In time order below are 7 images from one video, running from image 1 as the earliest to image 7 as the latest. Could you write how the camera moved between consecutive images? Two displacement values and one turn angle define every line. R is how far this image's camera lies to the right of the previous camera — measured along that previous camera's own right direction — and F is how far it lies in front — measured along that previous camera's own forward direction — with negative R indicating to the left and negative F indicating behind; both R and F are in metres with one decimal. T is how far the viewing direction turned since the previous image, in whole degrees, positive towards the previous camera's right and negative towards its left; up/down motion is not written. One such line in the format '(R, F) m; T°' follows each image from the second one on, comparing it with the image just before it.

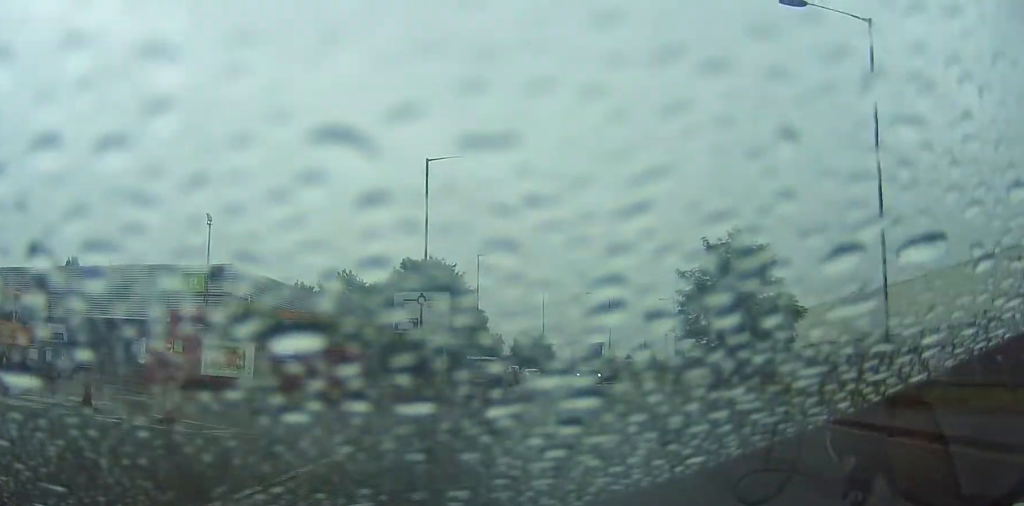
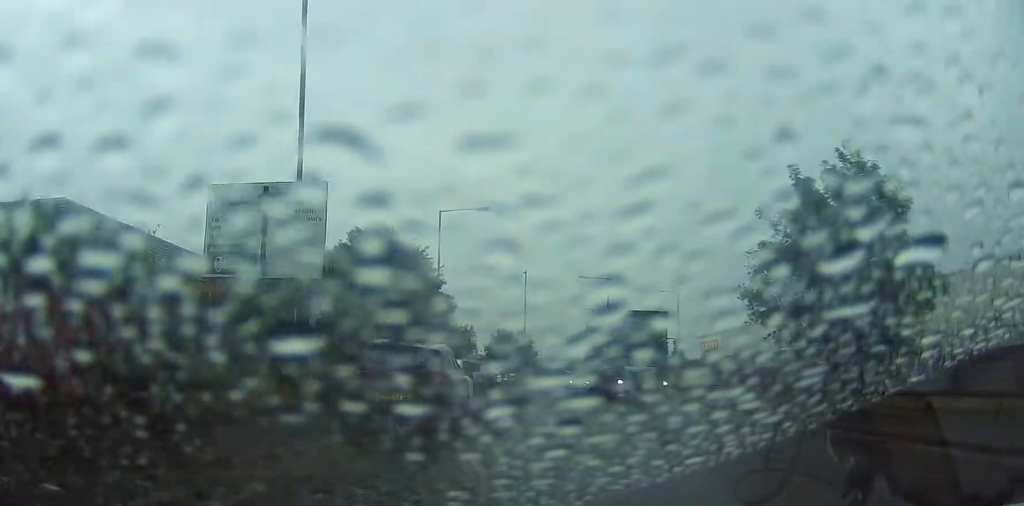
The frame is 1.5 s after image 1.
(+0.8, +15.0) m; +2°
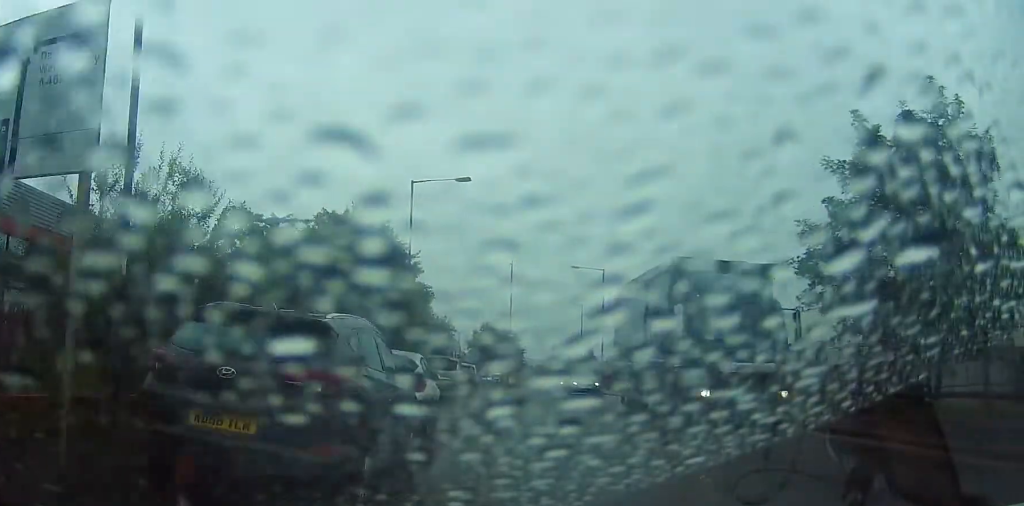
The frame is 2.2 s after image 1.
(-0.3, +6.0) m; -2°
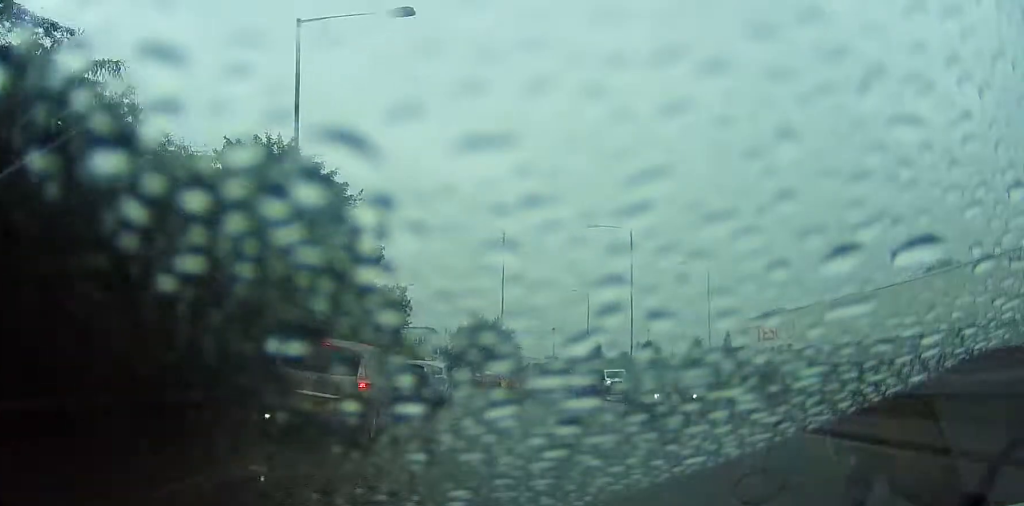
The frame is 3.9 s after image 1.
(0.0, +16.7) m; +2°
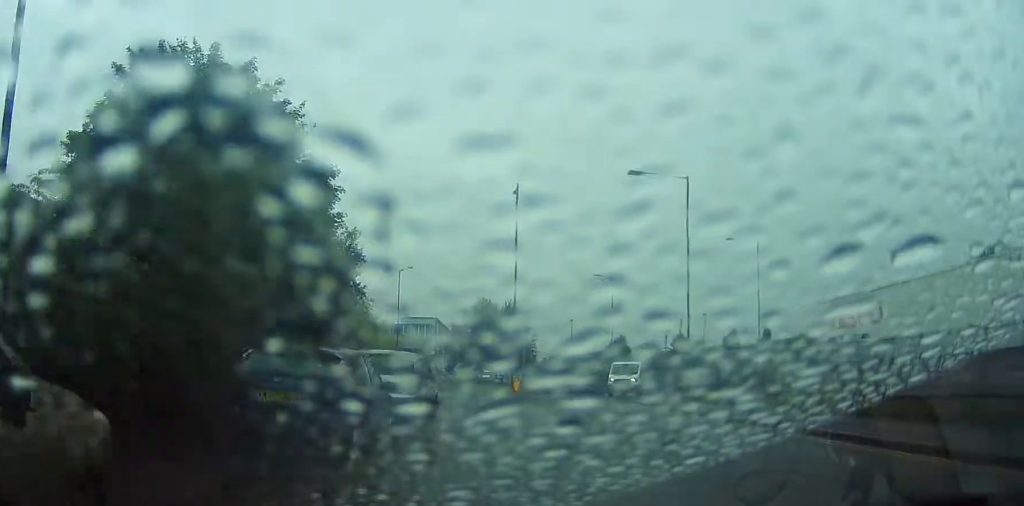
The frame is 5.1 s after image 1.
(+0.2, +10.6) m; 0°
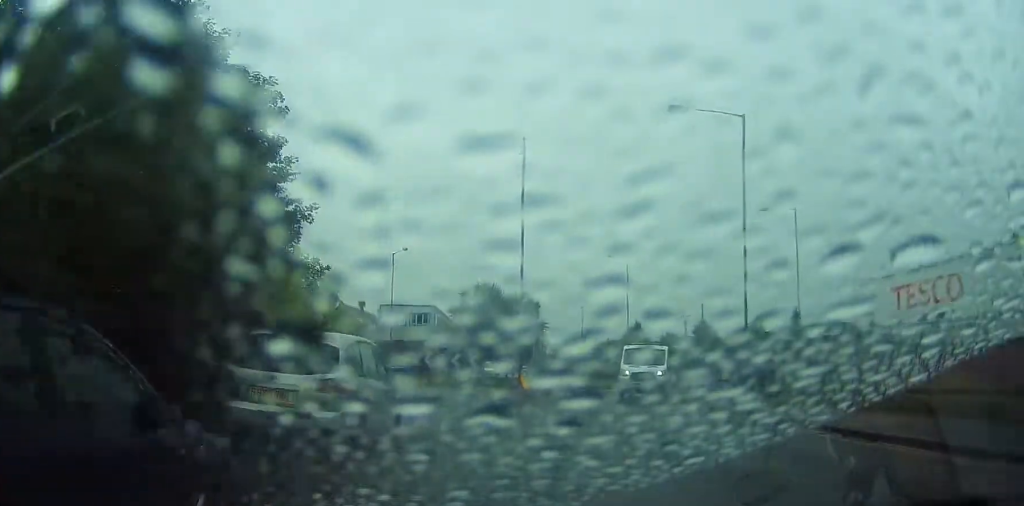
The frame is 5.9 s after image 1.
(-0.1, +6.8) m; -2°
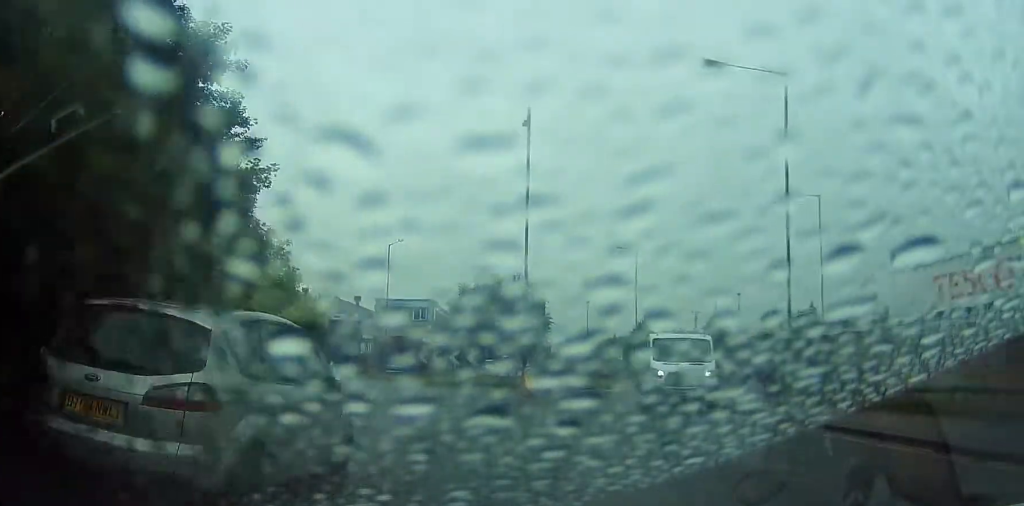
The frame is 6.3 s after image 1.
(0.0, +3.5) m; -1°
